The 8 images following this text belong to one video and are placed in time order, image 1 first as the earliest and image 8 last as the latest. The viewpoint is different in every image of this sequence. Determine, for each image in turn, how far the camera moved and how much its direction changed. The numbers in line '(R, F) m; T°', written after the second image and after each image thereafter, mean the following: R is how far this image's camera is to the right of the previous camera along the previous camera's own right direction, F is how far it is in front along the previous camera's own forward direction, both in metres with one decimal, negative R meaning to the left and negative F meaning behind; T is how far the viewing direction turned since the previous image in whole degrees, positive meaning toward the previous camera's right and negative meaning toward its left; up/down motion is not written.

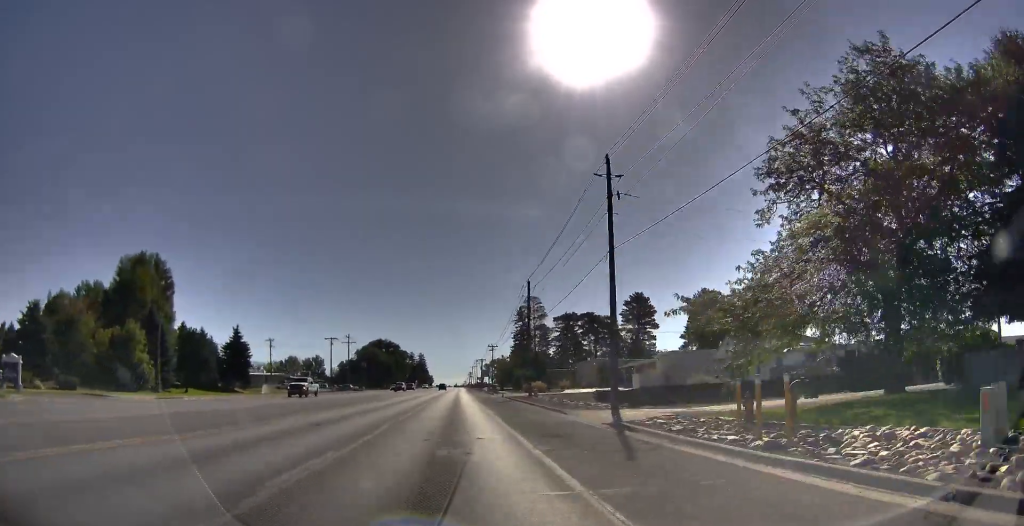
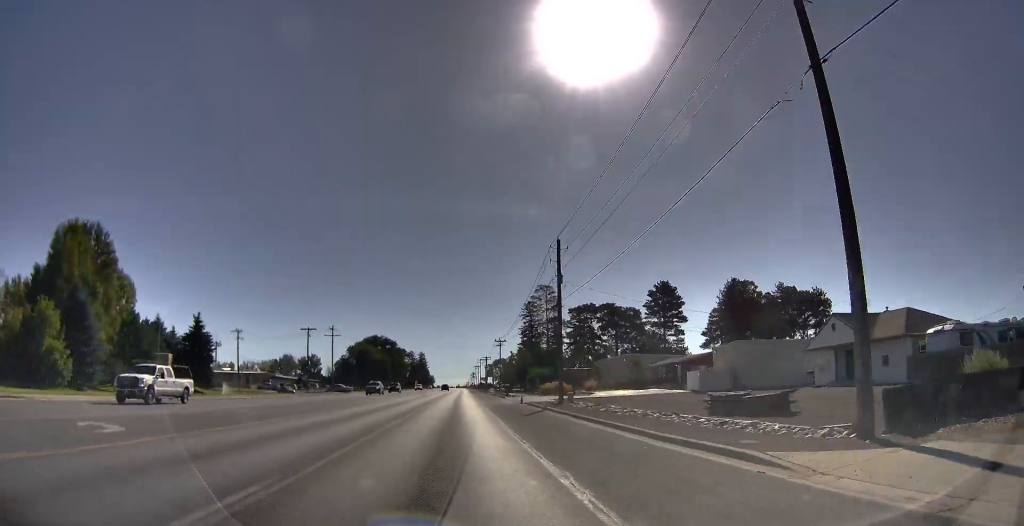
(-0.4, +19.4) m; 0°
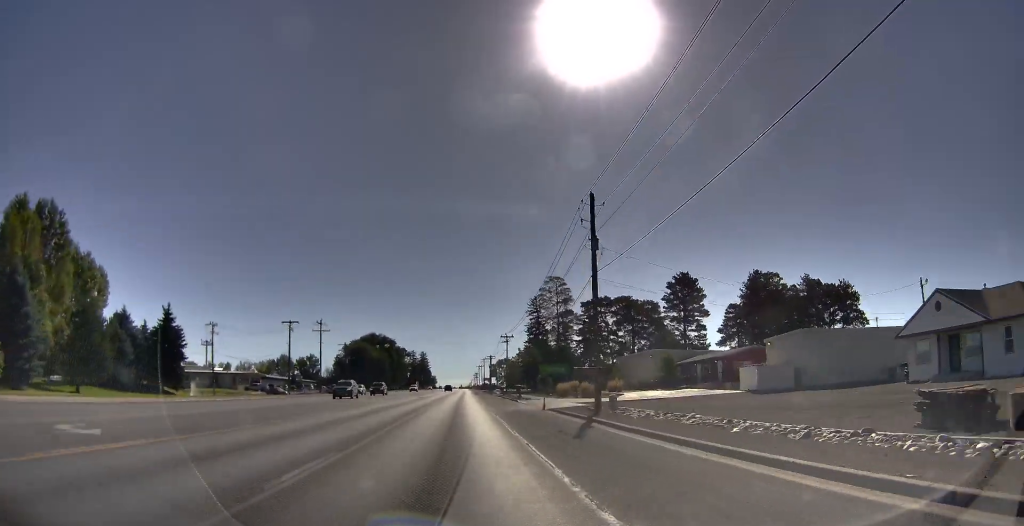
(0.0, +12.4) m; +2°
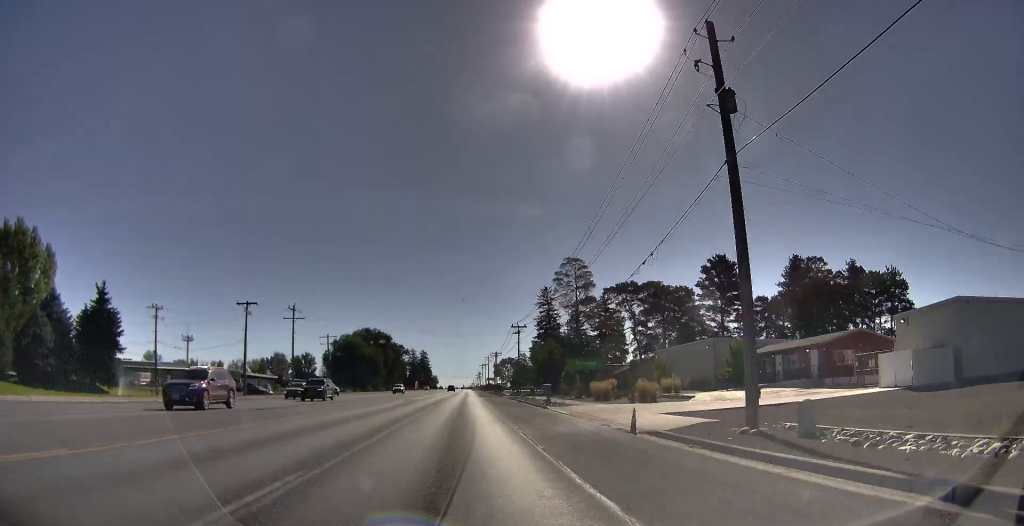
(+0.7, +20.9) m; +2°
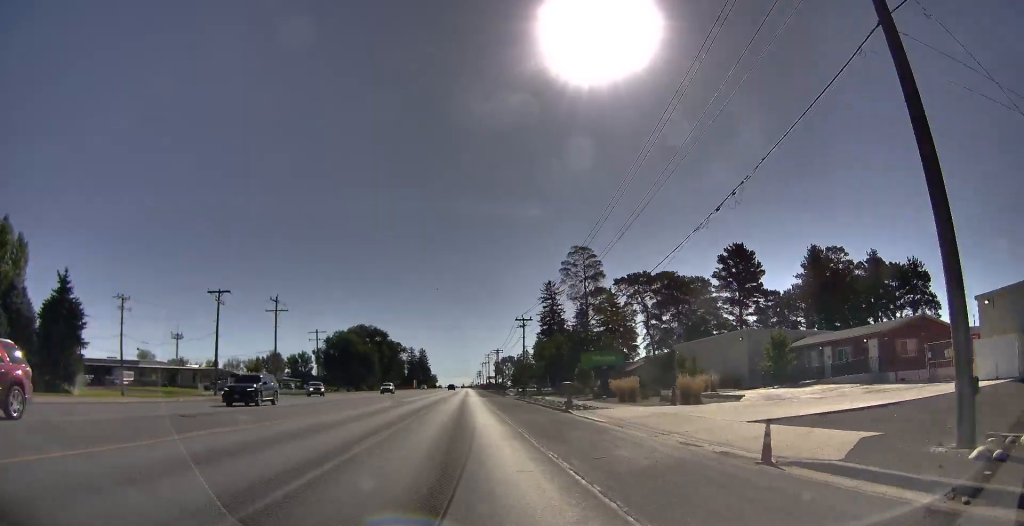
(0.0, +9.7) m; 0°
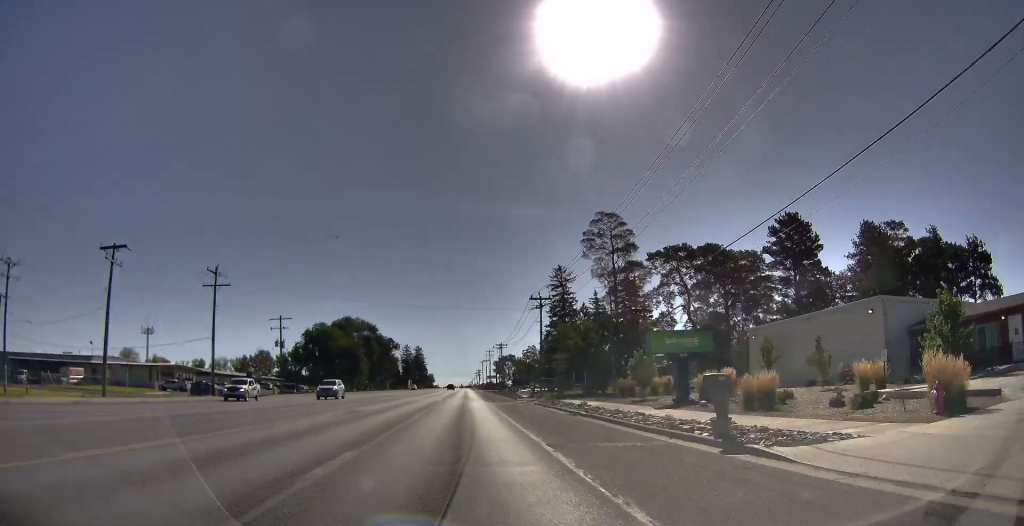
(0.0, +22.8) m; 0°
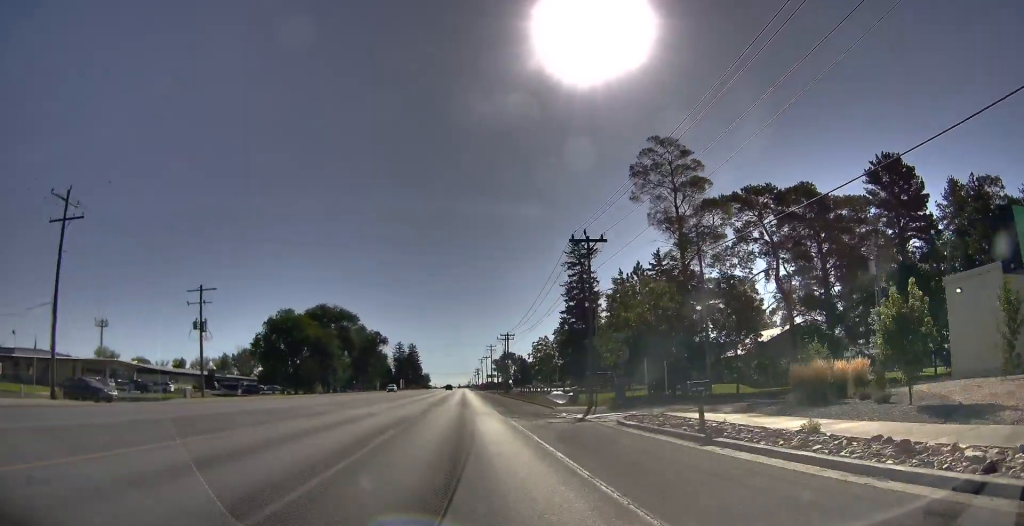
(0.0, +27.2) m; 0°
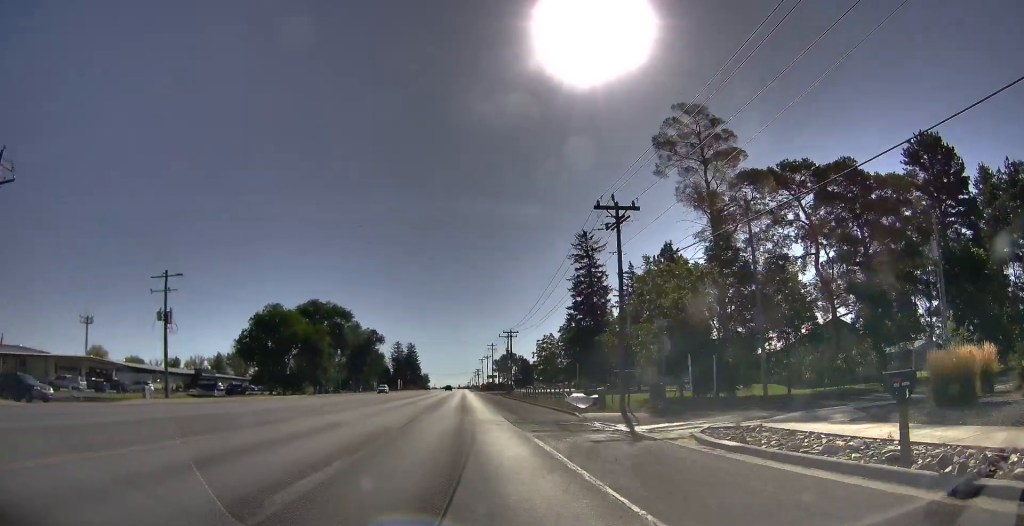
(0.0, +7.6) m; 0°
